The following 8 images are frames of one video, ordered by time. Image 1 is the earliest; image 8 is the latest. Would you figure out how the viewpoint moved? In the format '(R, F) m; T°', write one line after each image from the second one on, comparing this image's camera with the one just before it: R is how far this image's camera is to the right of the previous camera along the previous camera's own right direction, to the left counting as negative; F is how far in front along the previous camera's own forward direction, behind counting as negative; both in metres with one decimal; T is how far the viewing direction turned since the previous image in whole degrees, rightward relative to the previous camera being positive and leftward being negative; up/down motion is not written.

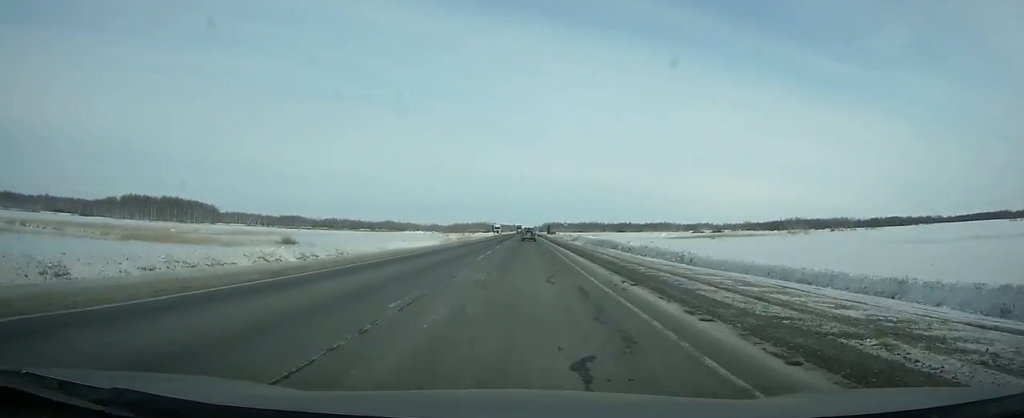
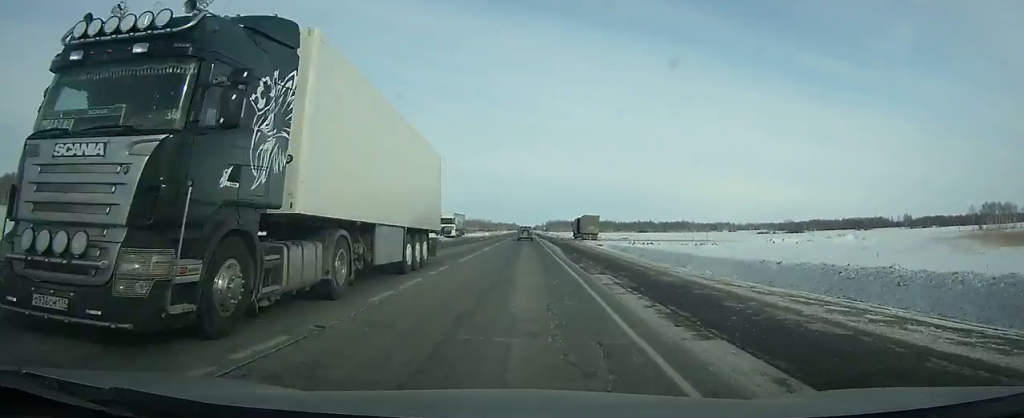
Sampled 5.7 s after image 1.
(-0.1, +152.3) m; 0°
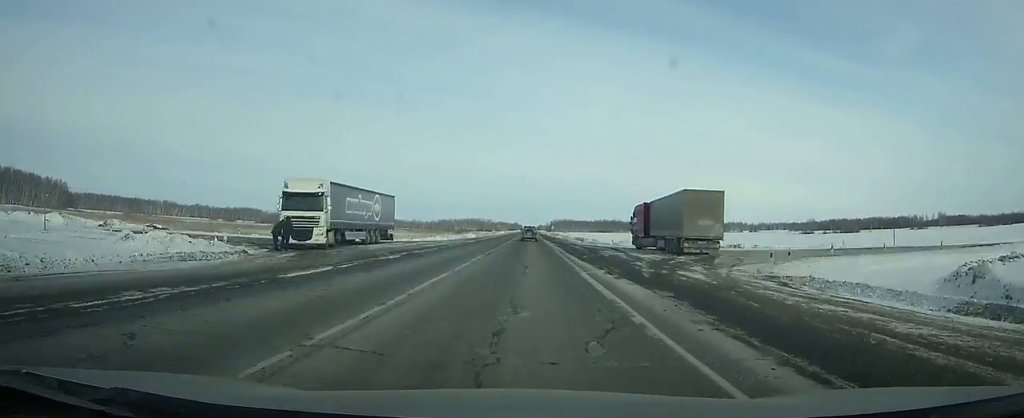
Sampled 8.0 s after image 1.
(-0.1, +61.4) m; 0°
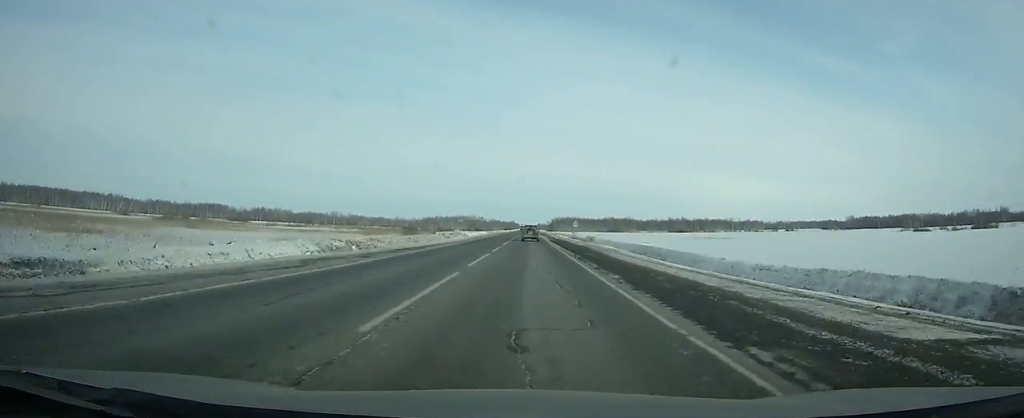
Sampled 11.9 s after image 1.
(+0.4, +103.4) m; 0°
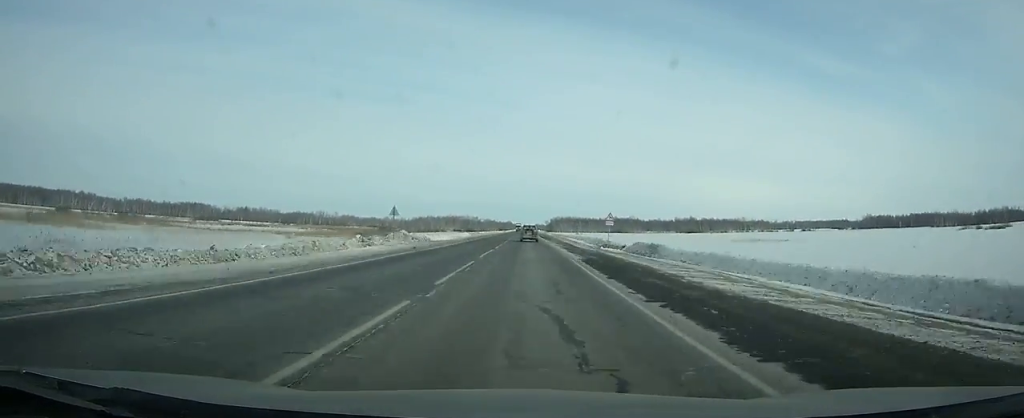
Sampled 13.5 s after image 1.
(-0.1, +42.2) m; 0°
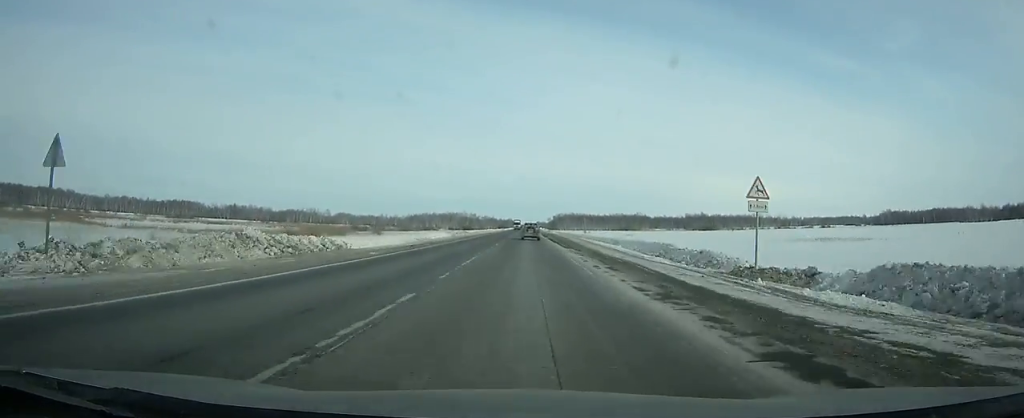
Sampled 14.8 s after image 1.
(+0.1, +34.0) m; 0°
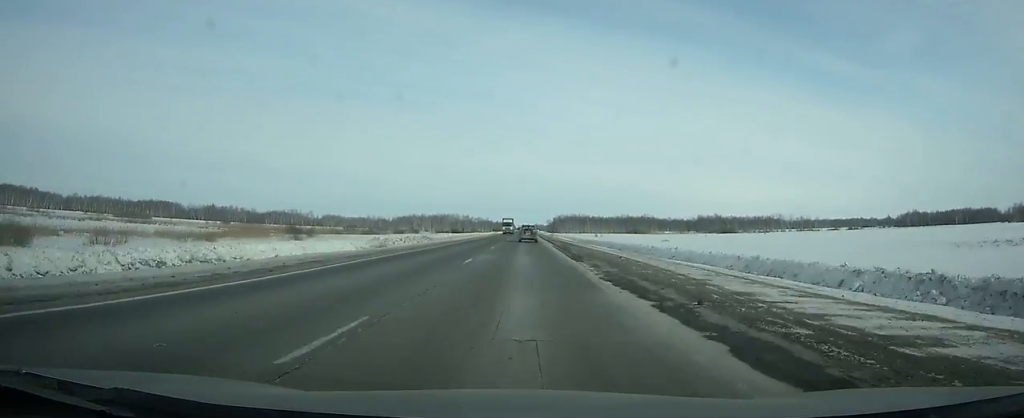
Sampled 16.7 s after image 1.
(+0.1, +49.6) m; 0°
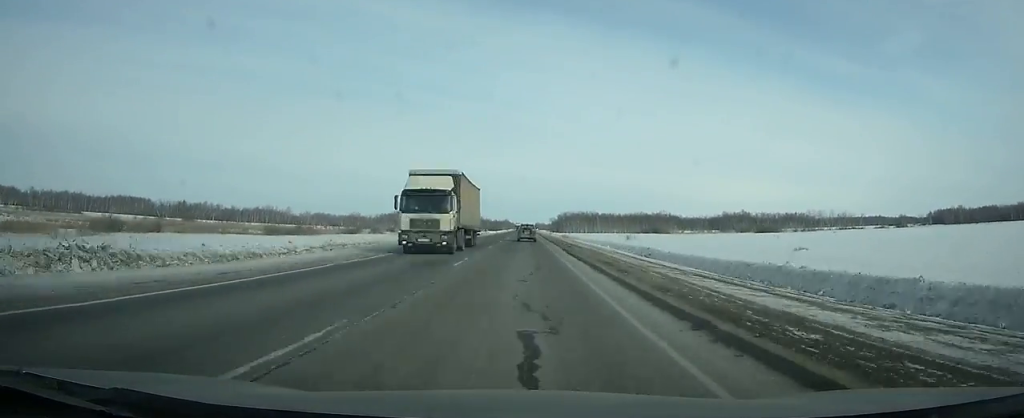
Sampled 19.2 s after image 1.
(-0.2, +64.9) m; 0°
